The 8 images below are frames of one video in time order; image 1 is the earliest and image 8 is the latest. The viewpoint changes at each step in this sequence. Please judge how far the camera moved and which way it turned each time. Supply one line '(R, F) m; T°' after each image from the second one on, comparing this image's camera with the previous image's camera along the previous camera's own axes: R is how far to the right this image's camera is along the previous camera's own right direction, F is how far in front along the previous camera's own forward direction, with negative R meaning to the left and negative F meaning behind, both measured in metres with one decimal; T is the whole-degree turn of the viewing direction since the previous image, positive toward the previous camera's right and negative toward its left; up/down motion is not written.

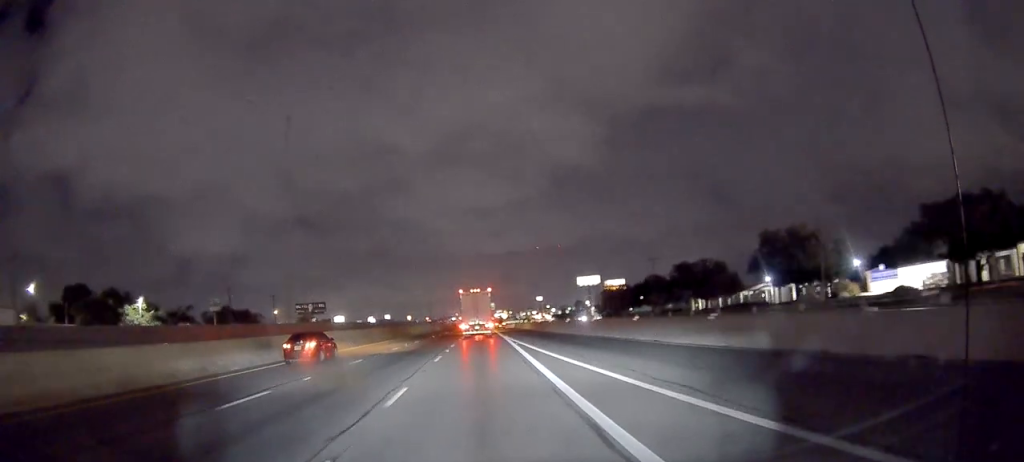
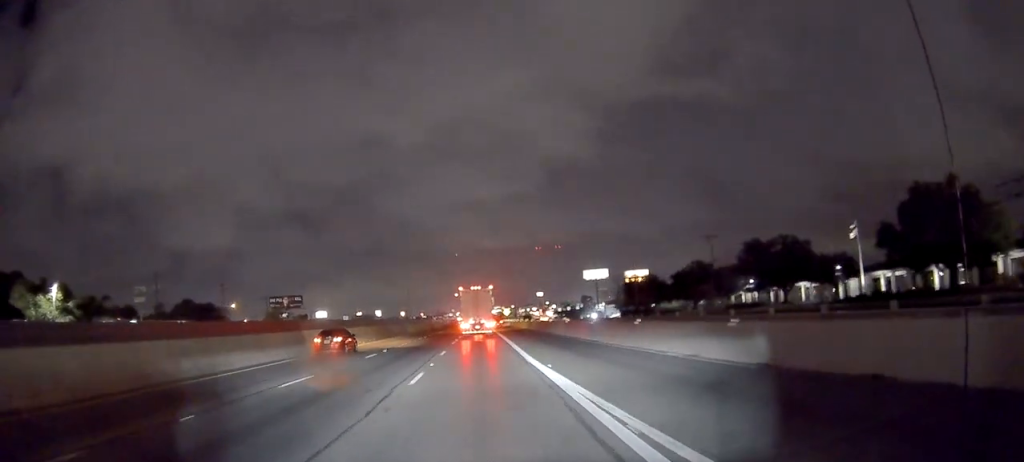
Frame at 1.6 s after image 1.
(+0.3, +33.3) m; -1°
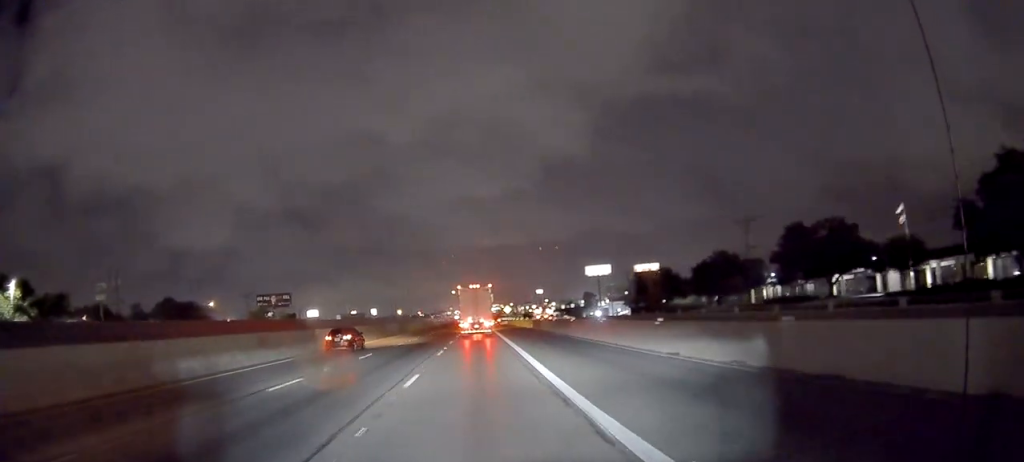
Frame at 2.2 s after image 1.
(-0.1, +13.1) m; 0°
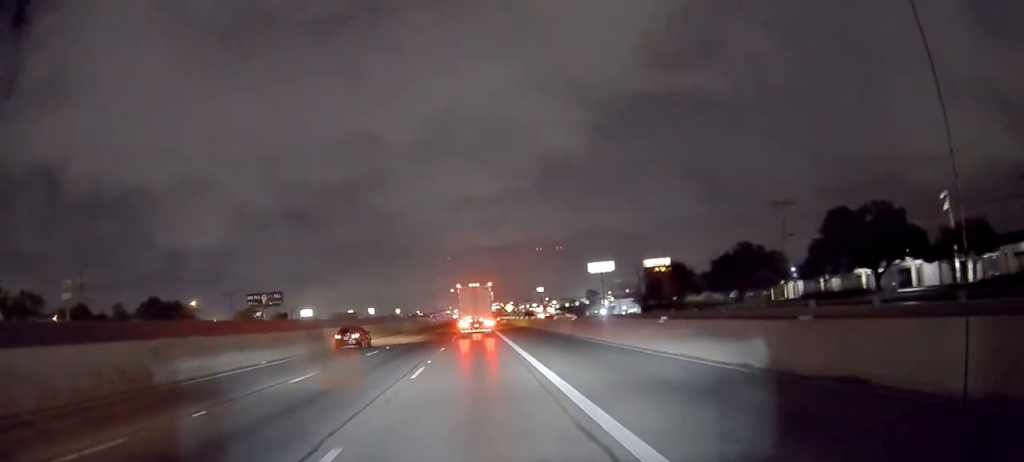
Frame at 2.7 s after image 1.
(0.0, +10.2) m; 0°
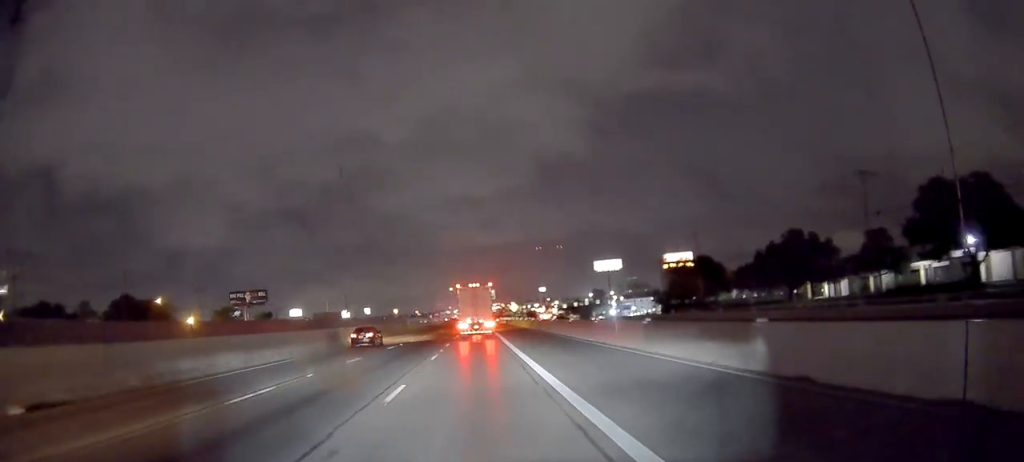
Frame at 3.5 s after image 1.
(0.0, +16.9) m; -1°
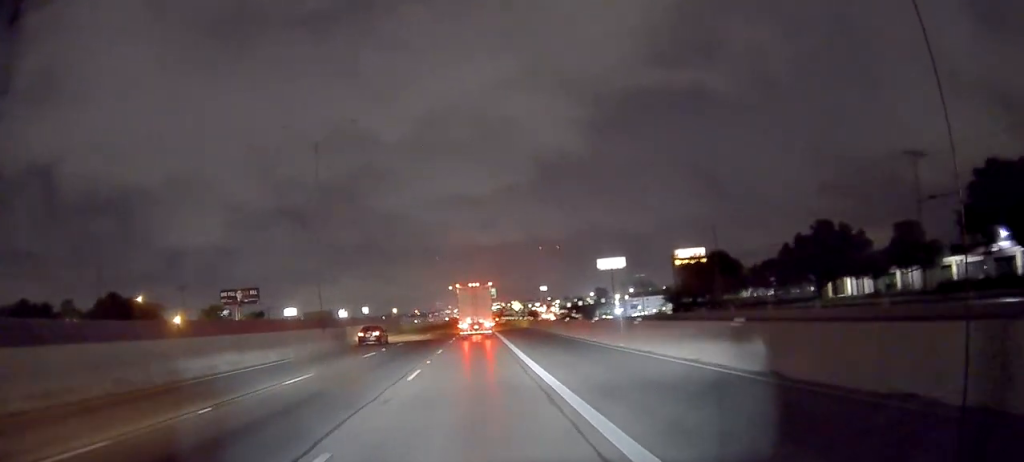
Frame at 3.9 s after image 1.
(0.0, +8.1) m; 0°
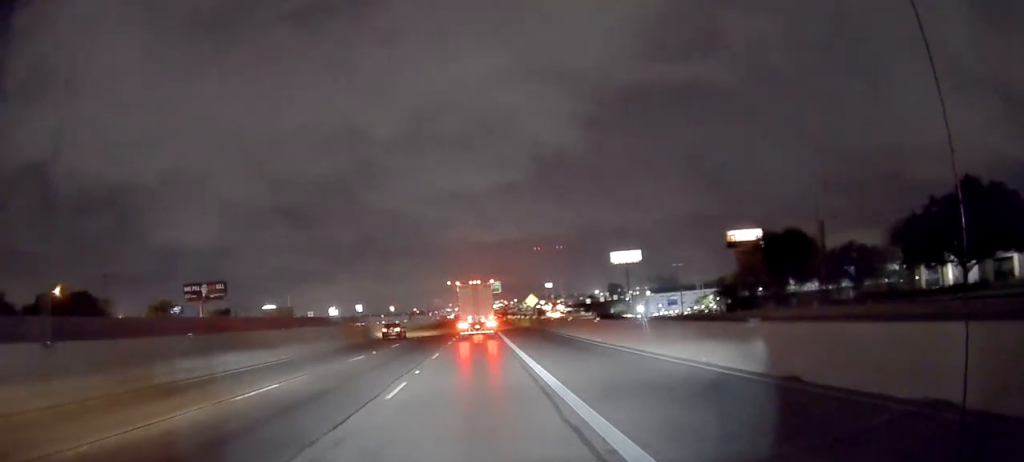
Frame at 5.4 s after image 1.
(+0.5, +28.5) m; +3°
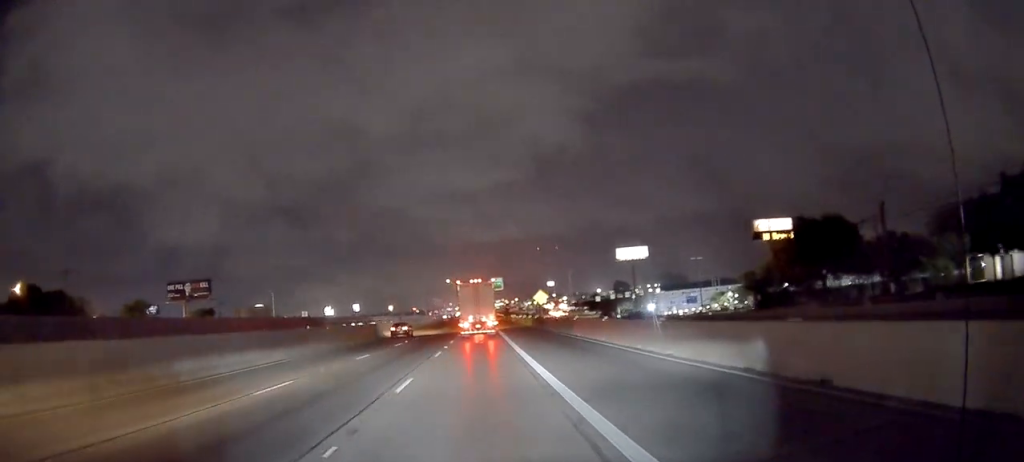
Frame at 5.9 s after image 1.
(+0.3, +11.1) m; +1°
